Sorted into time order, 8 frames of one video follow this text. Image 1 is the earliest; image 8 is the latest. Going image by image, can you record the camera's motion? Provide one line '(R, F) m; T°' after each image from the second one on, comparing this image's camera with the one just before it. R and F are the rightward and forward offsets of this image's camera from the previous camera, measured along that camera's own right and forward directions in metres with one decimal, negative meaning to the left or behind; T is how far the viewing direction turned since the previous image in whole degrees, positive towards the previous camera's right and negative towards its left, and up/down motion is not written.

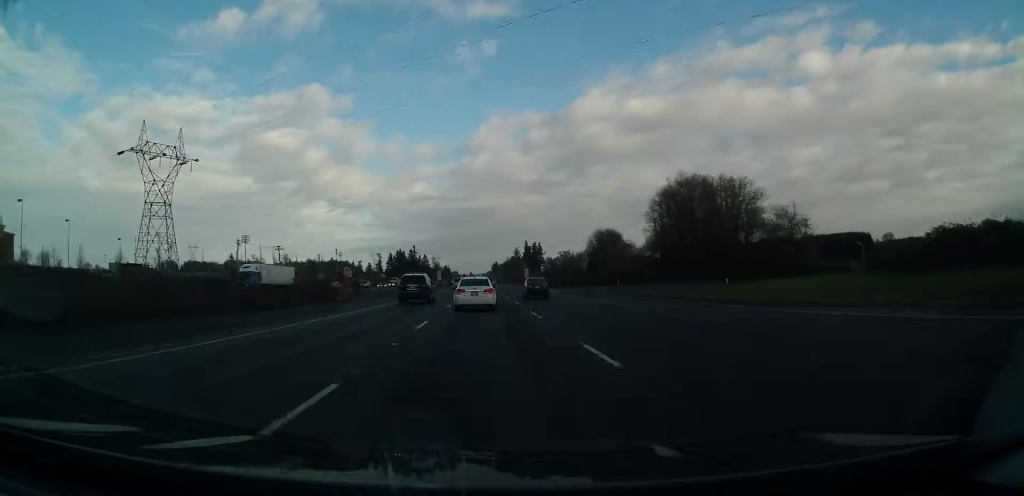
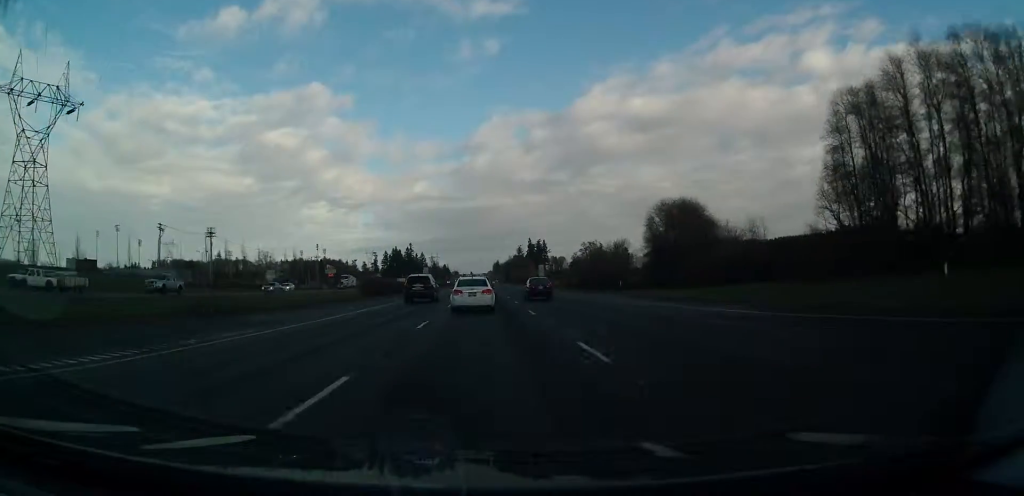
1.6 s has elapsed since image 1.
(-0.3, +48.6) m; -1°
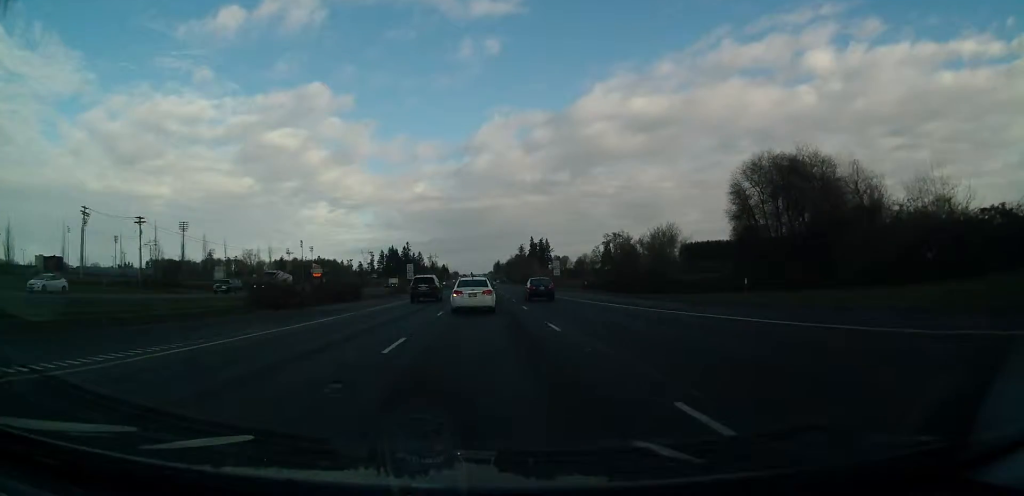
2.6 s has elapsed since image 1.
(-0.1, +31.1) m; 0°
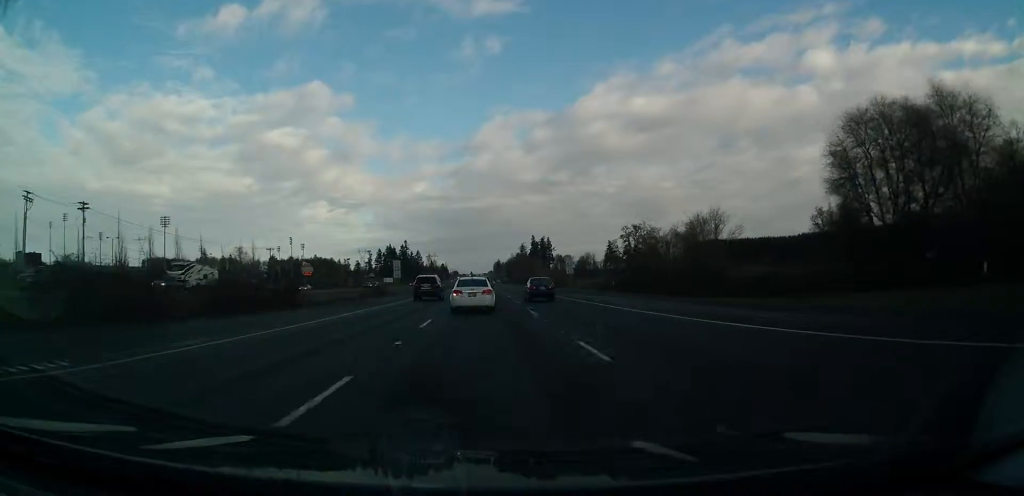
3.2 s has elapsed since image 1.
(+0.1, +18.0) m; 0°
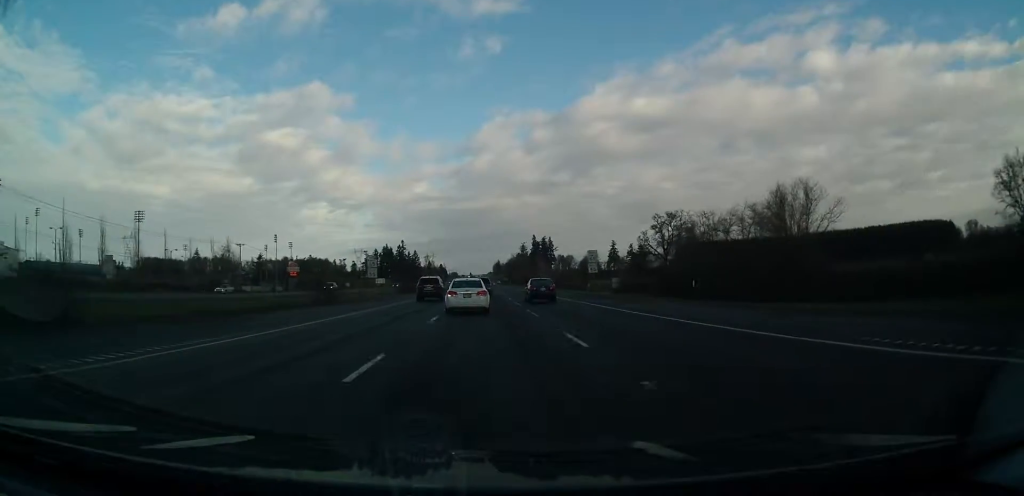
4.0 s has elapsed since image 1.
(0.0, +21.9) m; 0°
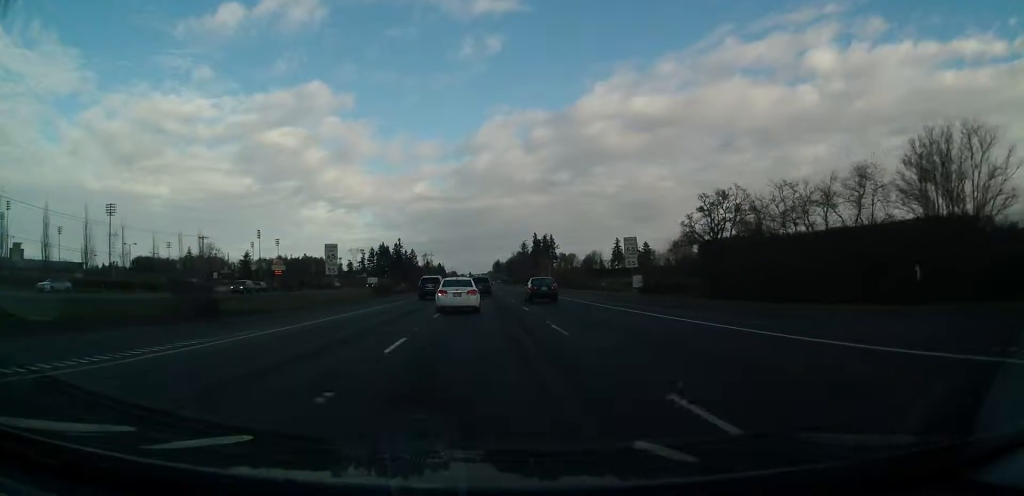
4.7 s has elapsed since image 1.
(+0.1, +20.9) m; 0°
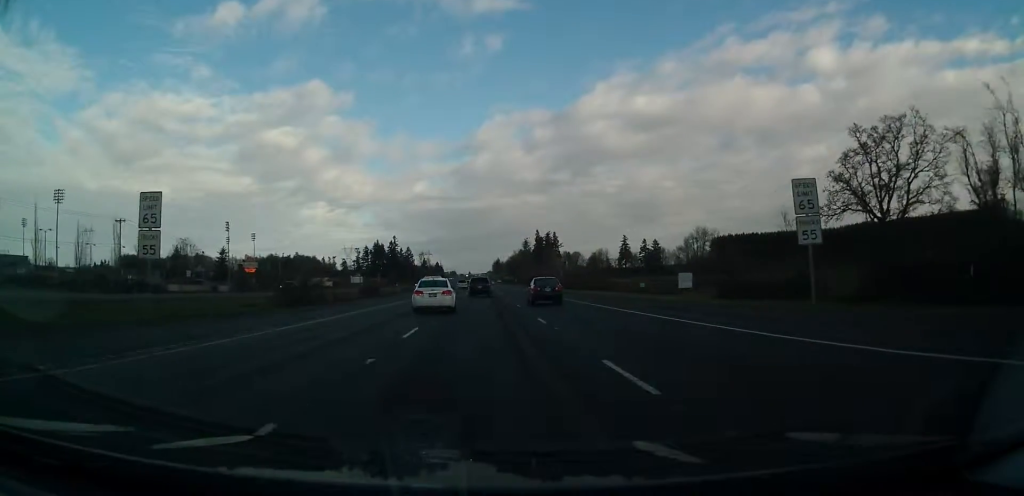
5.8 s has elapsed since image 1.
(-0.2, +33.0) m; 0°
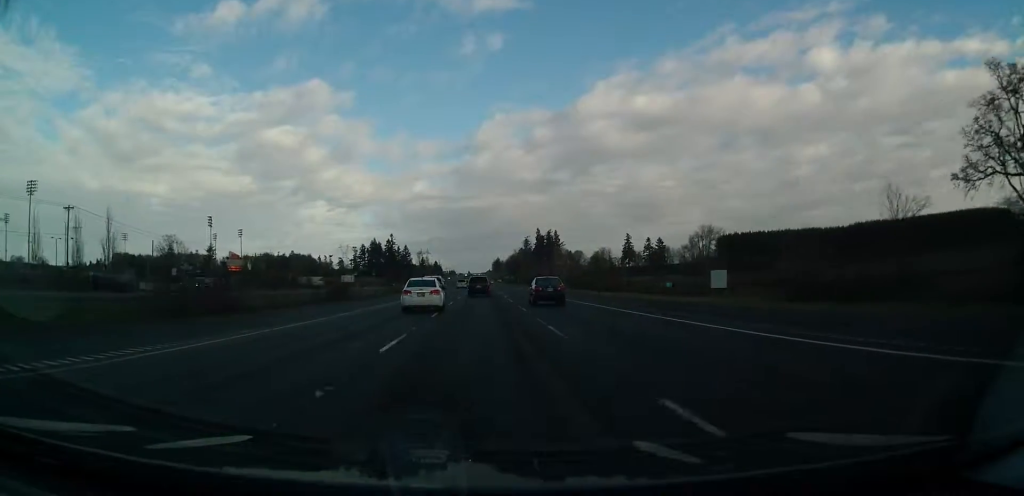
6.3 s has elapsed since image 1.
(-0.1, +15.1) m; 0°
